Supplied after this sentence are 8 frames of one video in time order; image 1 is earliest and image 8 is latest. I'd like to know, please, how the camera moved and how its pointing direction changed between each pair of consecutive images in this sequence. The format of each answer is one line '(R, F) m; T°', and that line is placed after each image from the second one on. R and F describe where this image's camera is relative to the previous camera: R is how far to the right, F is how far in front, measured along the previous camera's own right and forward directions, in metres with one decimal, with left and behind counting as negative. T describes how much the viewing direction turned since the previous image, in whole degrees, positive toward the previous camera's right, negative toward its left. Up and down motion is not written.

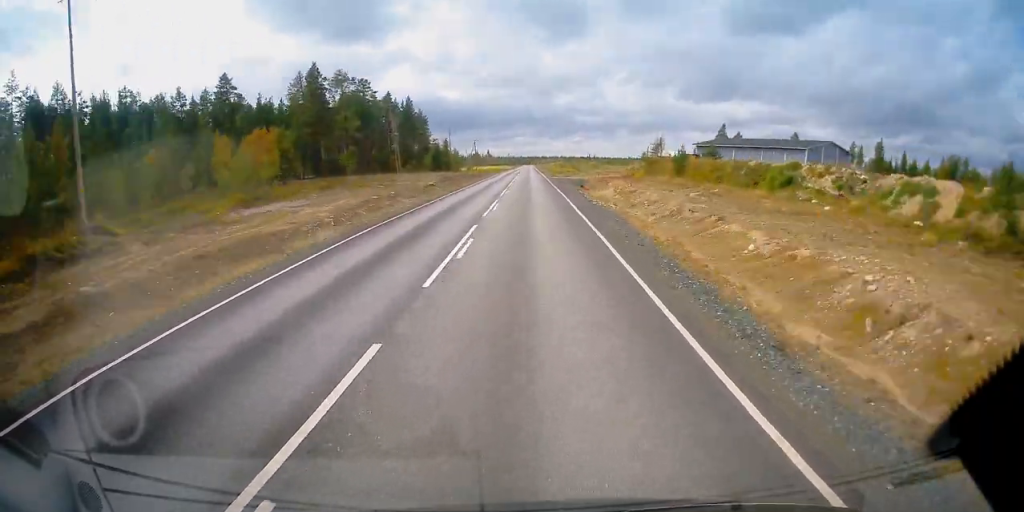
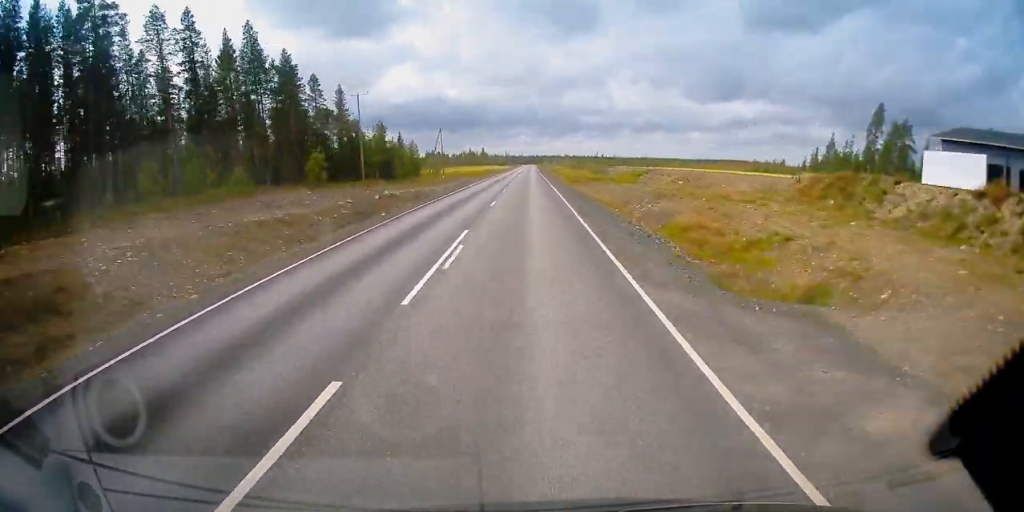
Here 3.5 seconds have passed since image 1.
(-0.1, +72.0) m; 0°
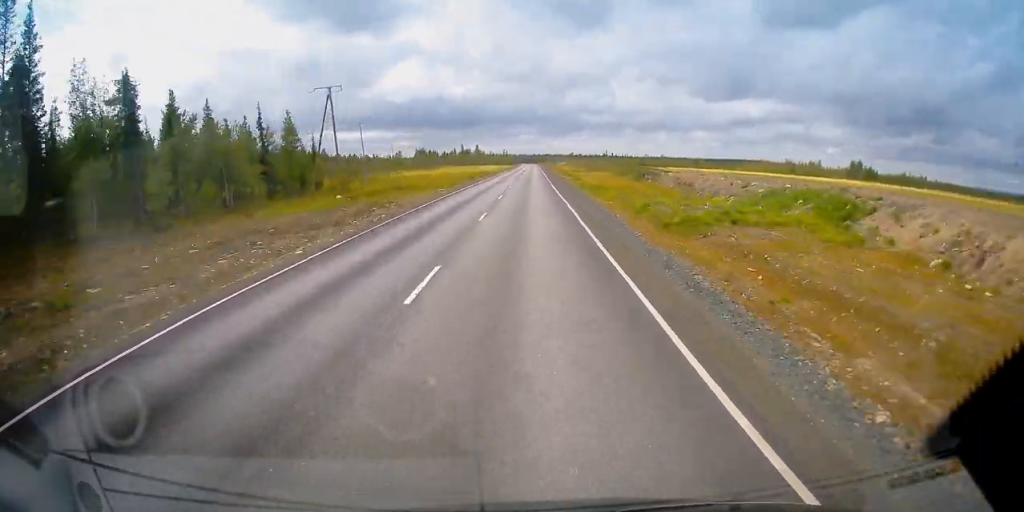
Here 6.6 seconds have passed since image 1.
(+0.2, +65.9) m; 0°
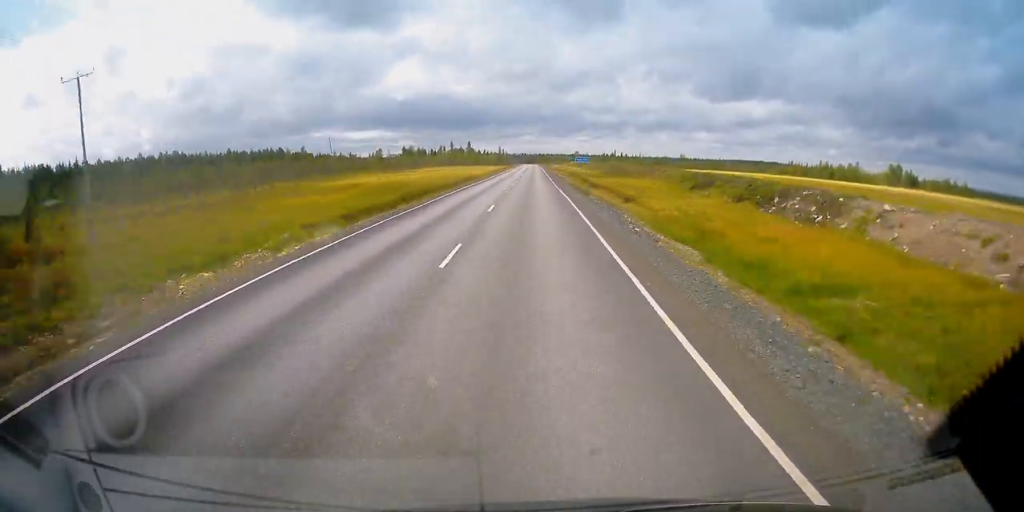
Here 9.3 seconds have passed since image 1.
(0.0, +56.2) m; 0°
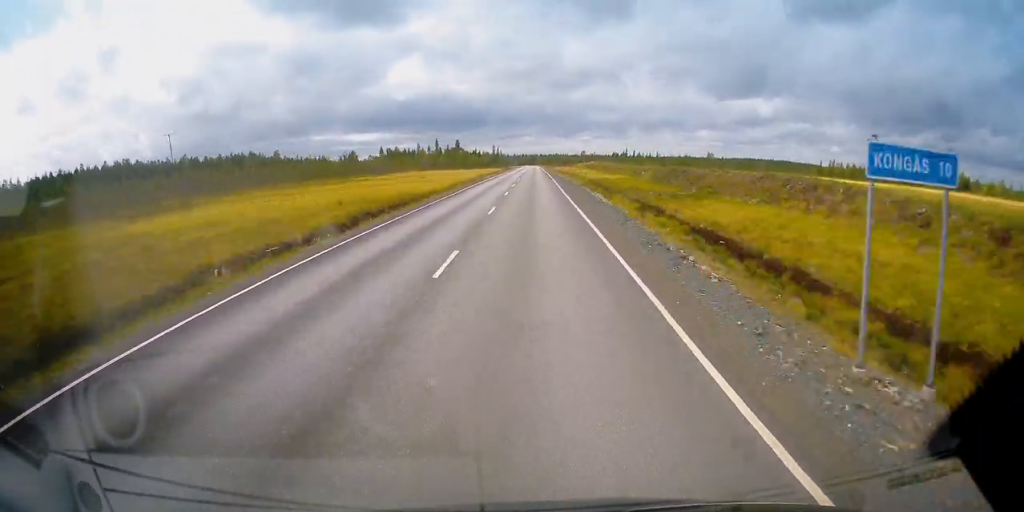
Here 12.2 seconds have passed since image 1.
(0.0, +59.6) m; 0°
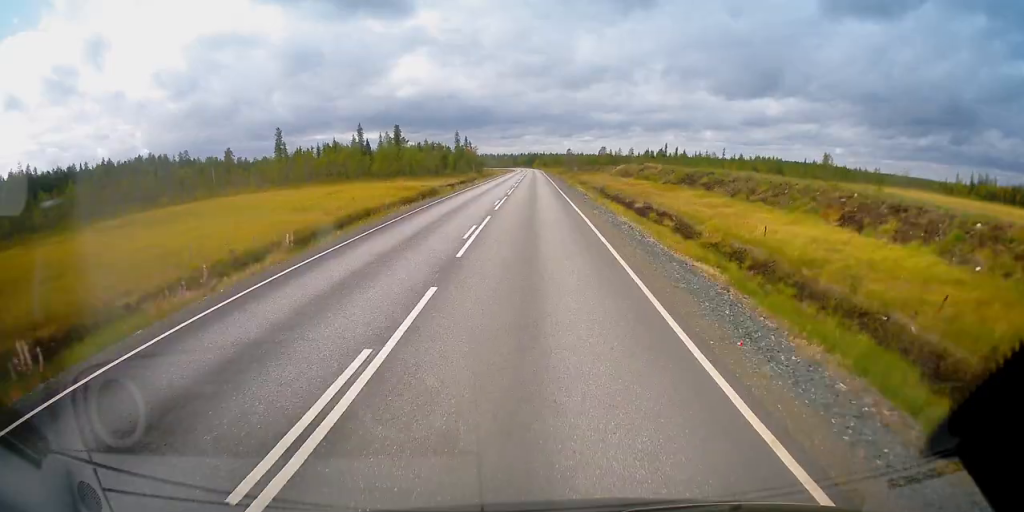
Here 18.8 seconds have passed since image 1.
(-0.1, +138.5) m; 0°
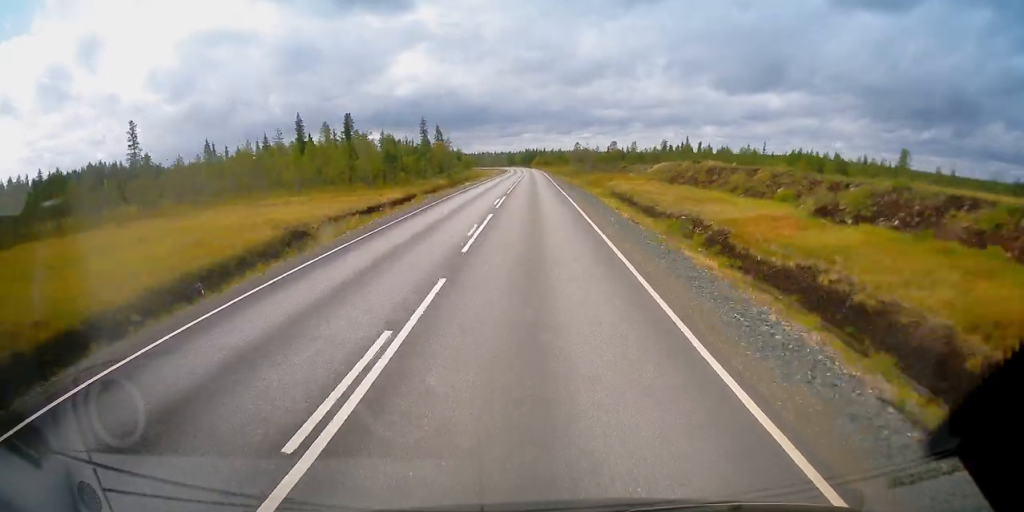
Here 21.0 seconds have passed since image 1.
(0.0, +47.3) m; 0°
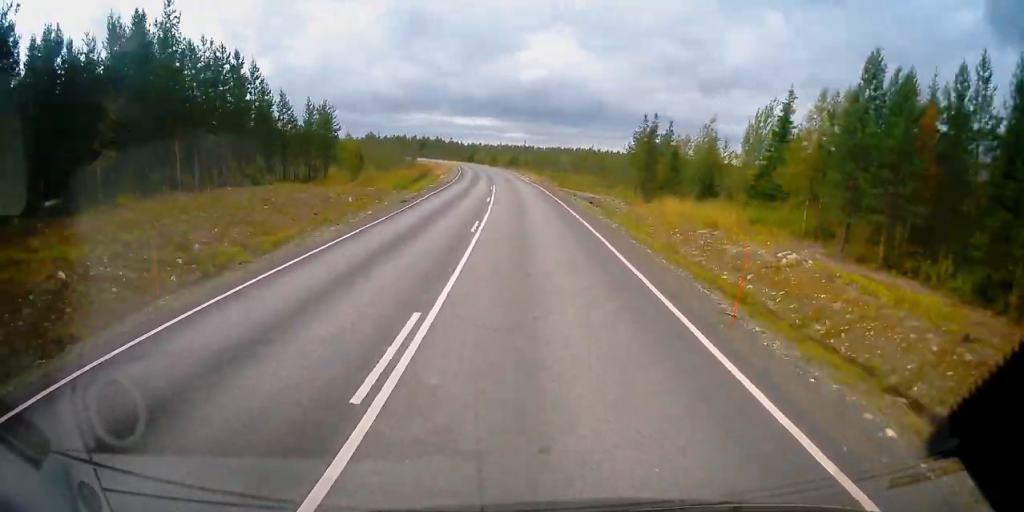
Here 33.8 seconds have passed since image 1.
(-19.5, +267.7) m; -13°
